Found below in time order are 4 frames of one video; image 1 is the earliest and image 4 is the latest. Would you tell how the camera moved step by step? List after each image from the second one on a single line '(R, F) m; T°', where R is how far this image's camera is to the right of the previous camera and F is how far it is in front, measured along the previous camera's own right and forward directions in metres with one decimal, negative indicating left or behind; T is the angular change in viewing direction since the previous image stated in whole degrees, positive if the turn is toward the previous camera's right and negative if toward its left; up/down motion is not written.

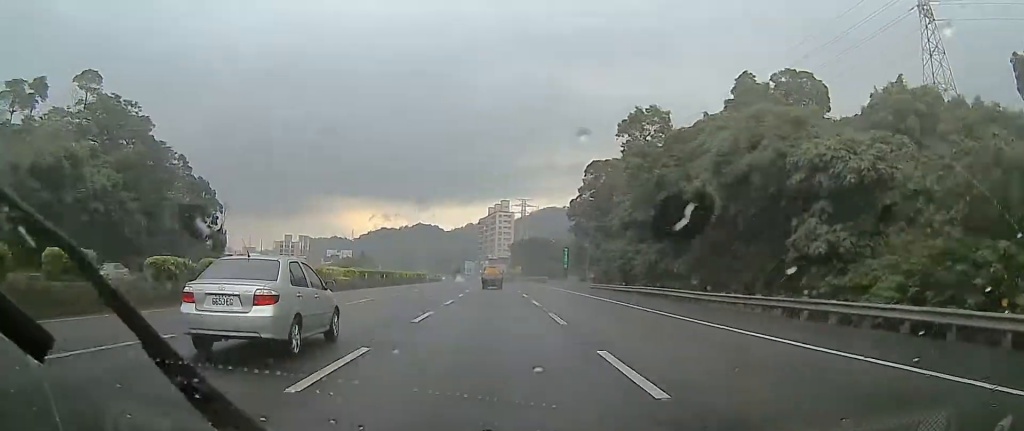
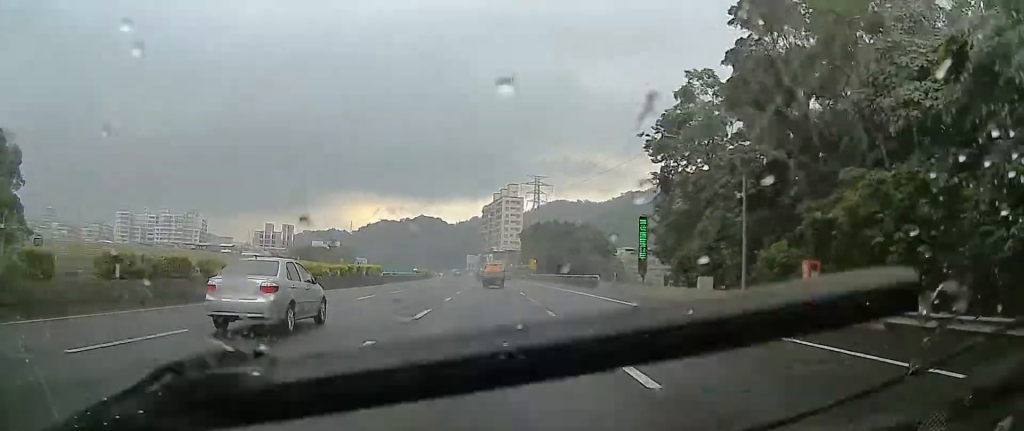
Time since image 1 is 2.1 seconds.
(+0.4, +50.4) m; +1°
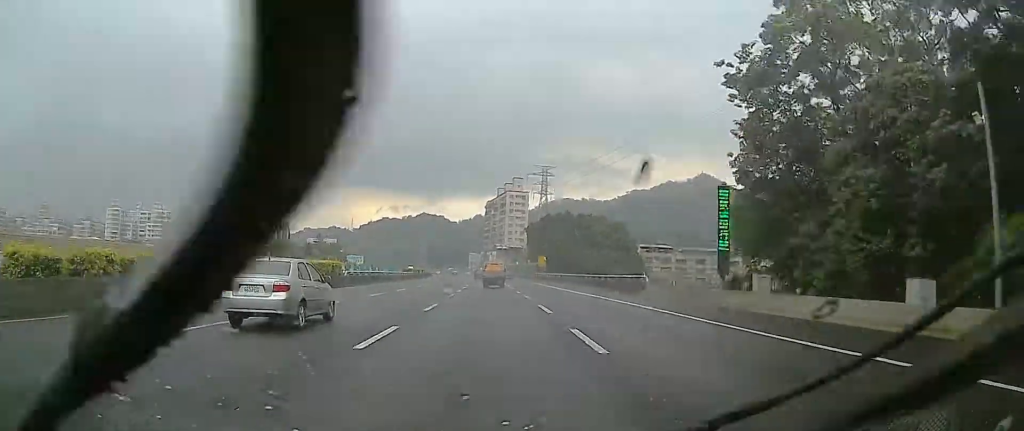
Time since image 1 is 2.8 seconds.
(+0.1, +17.5) m; -1°
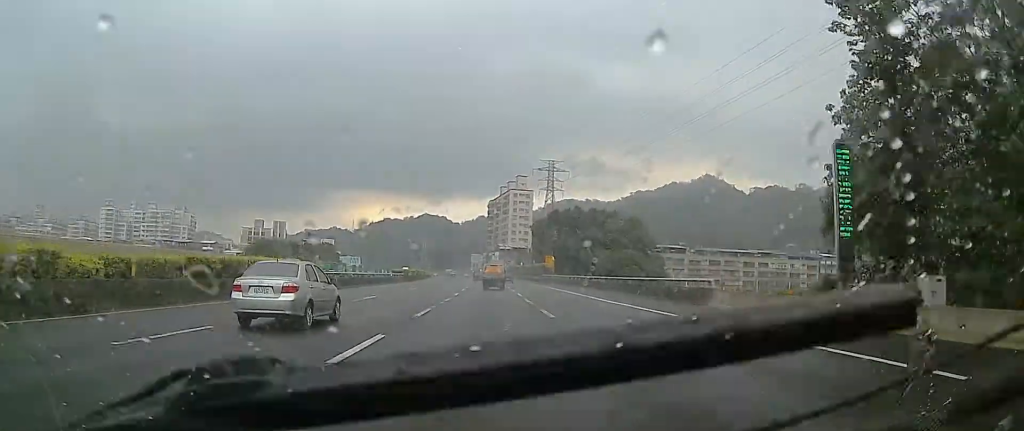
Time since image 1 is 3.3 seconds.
(-0.4, +11.9) m; -1°
